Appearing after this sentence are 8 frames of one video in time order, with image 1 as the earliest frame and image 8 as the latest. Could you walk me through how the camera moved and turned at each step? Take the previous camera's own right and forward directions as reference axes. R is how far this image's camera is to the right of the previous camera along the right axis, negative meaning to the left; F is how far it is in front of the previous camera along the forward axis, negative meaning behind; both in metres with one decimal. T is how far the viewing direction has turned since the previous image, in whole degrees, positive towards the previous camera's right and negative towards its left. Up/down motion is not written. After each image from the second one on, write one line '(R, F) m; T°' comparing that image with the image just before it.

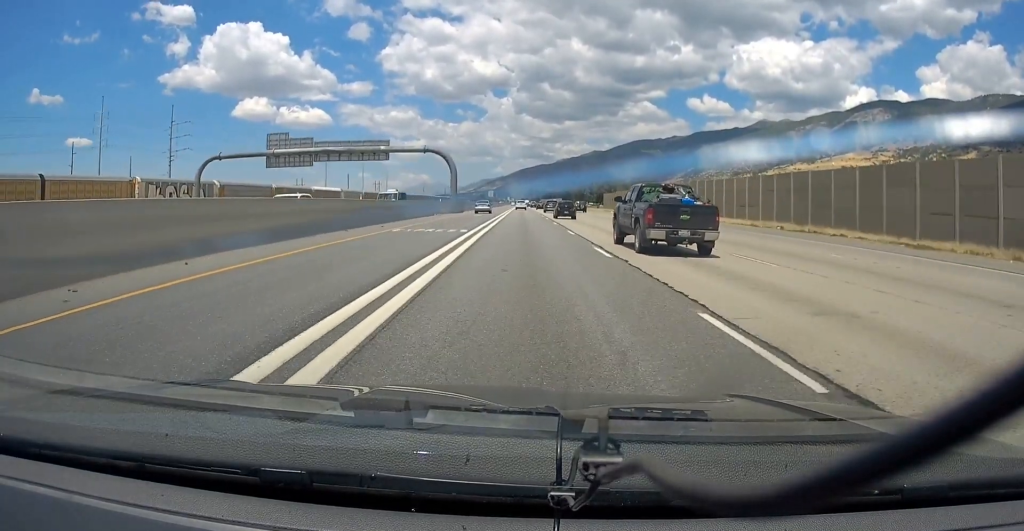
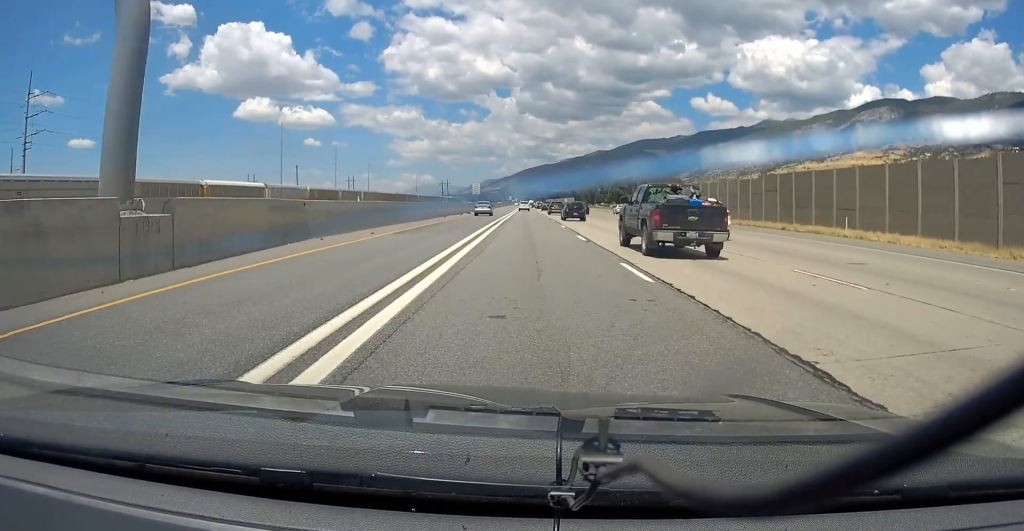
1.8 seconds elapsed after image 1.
(+0.5, +63.6) m; 0°
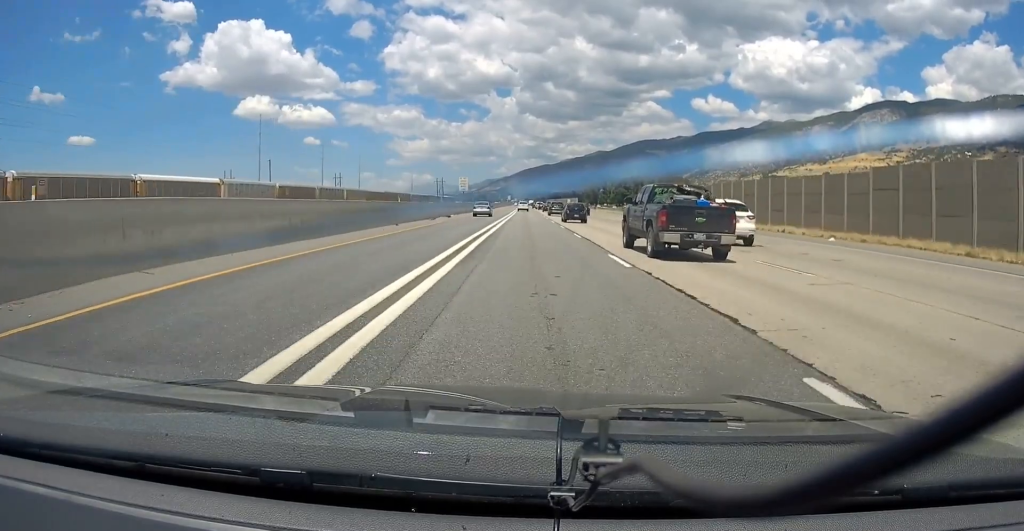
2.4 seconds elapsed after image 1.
(-0.2, +21.6) m; -1°
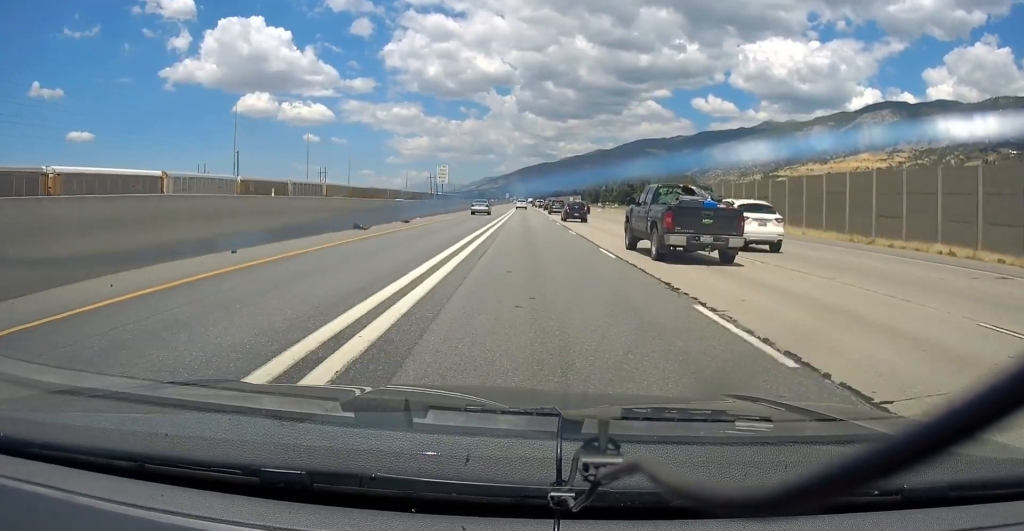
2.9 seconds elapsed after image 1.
(0.0, +20.4) m; 0°
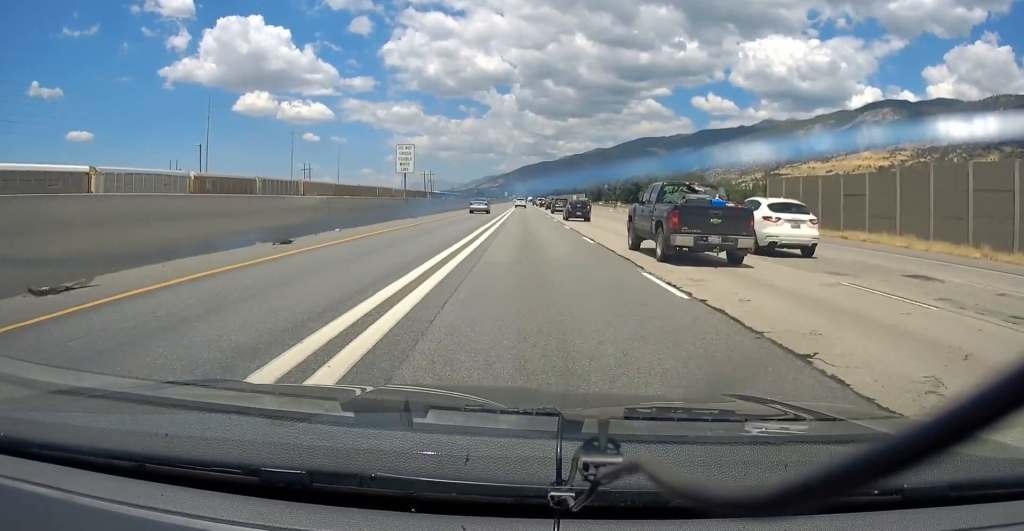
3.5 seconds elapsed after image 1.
(0.0, +19.2) m; 0°
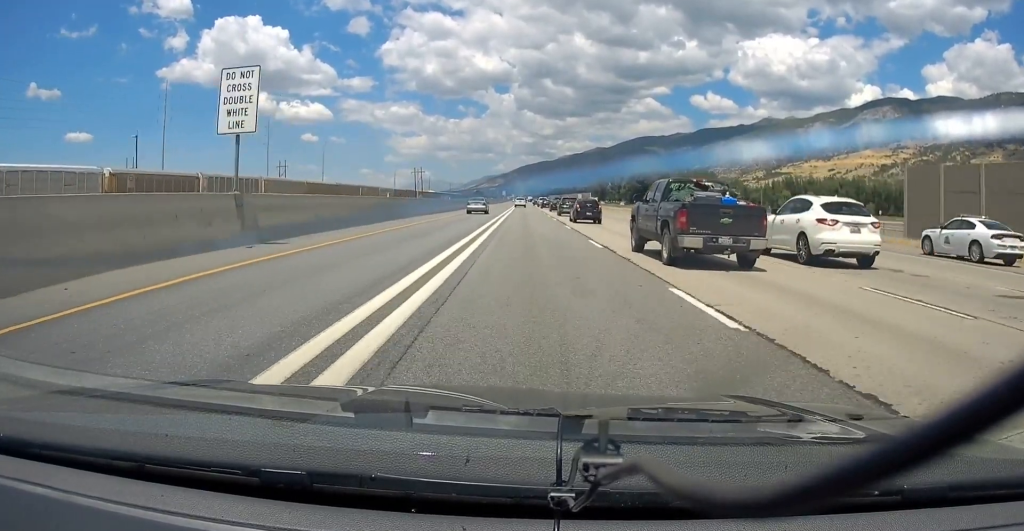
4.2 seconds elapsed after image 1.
(0.0, +25.1) m; 0°
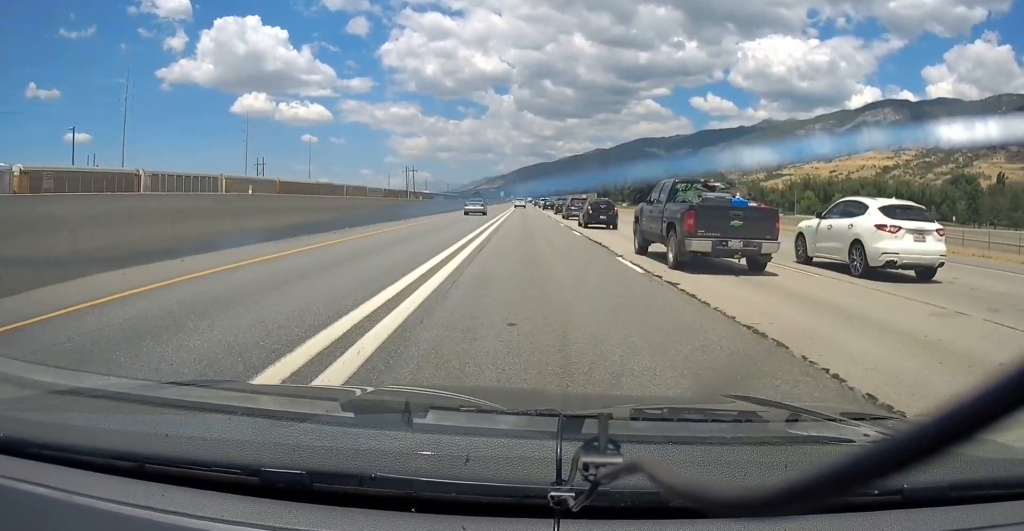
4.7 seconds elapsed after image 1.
(0.0, +19.1) m; 0°
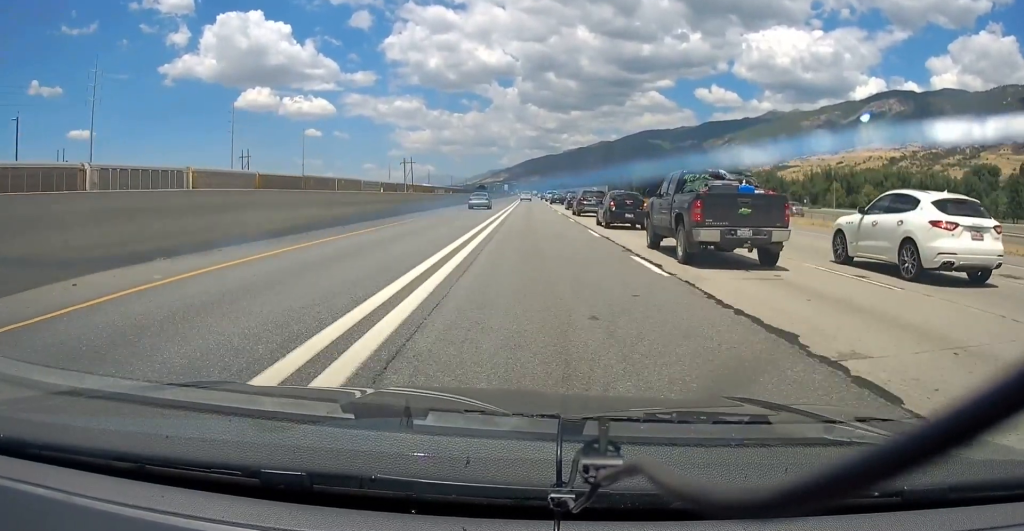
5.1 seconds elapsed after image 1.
(0.0, +15.5) m; 0°
